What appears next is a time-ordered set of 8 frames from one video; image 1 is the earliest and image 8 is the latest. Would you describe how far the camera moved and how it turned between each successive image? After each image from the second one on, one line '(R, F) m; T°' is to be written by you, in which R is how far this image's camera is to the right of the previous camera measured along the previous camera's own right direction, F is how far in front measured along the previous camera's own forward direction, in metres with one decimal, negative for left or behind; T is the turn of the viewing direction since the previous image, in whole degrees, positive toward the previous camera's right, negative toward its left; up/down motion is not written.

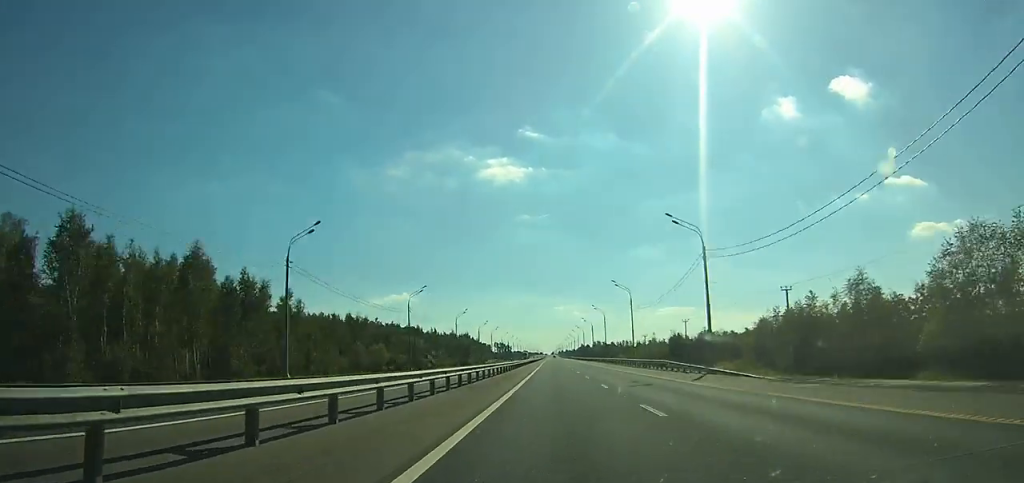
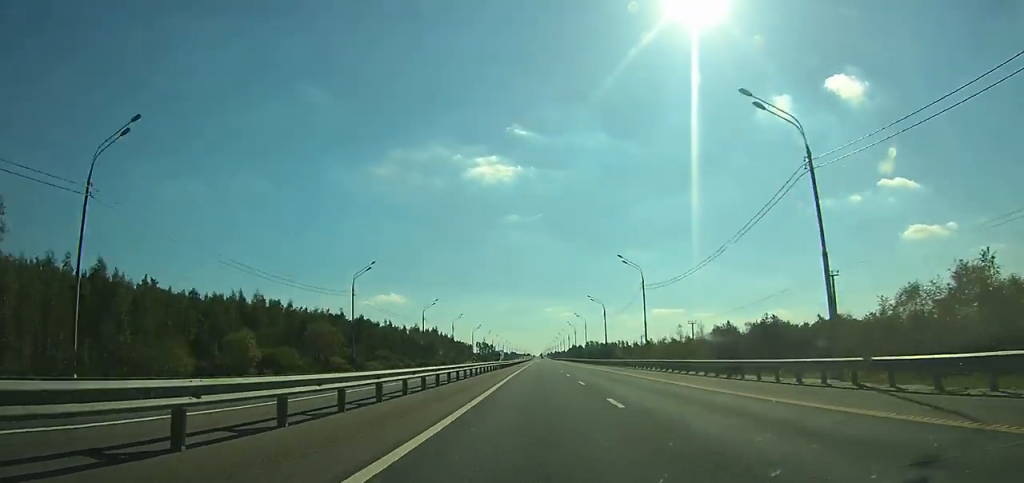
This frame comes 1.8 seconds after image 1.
(+0.1, +59.7) m; 0°
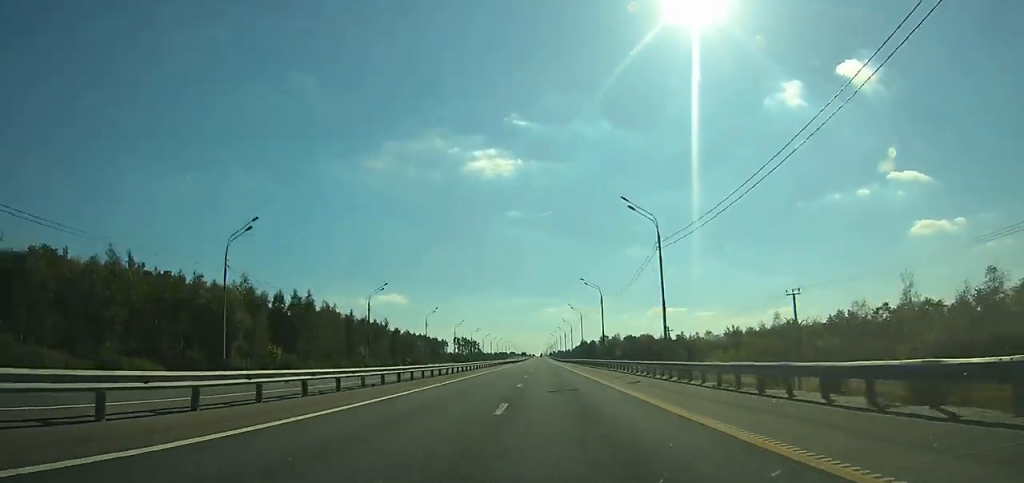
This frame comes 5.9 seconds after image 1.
(+0.4, +135.1) m; 0°
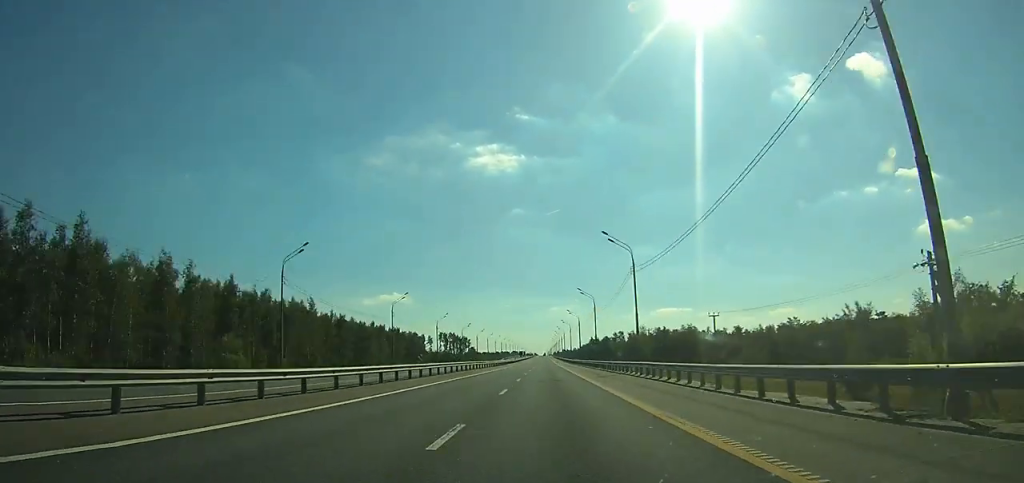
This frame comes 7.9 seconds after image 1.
(-0.1, +64.4) m; 0°
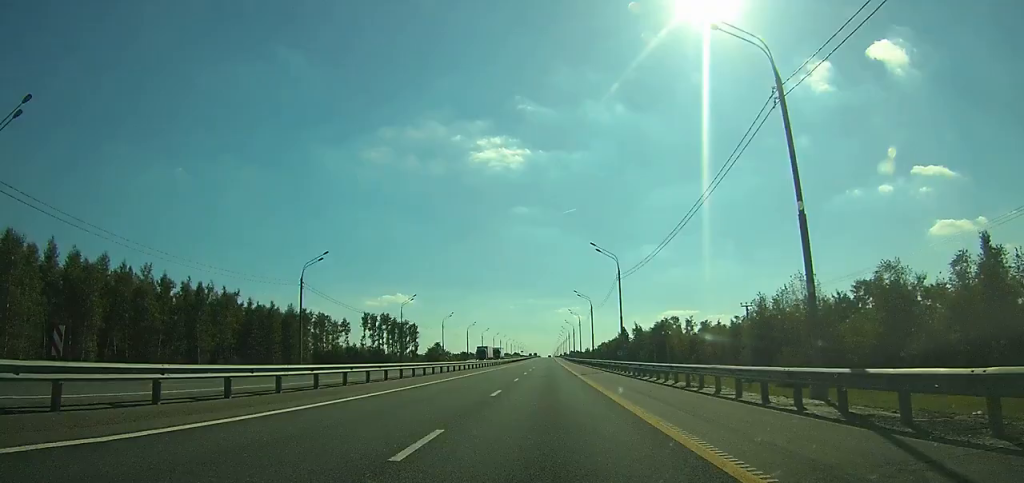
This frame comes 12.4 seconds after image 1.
(-0.6, +141.9) m; -1°
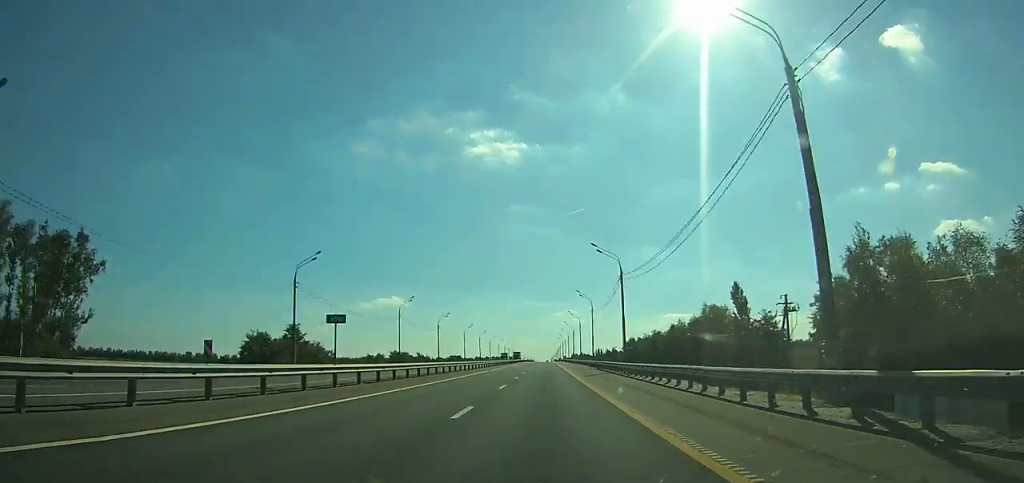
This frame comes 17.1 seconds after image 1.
(-0.2, +154.6) m; 0°
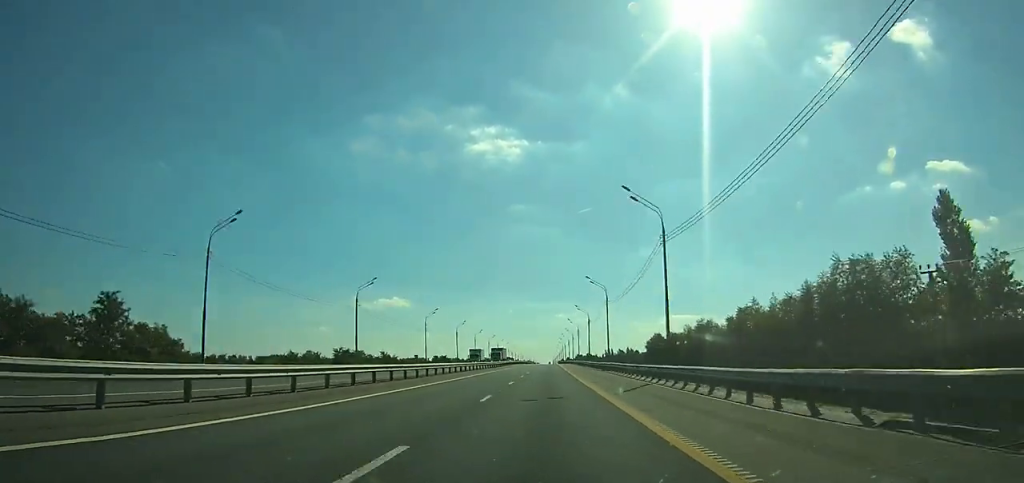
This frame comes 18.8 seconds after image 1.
(+0.1, +56.3) m; 0°
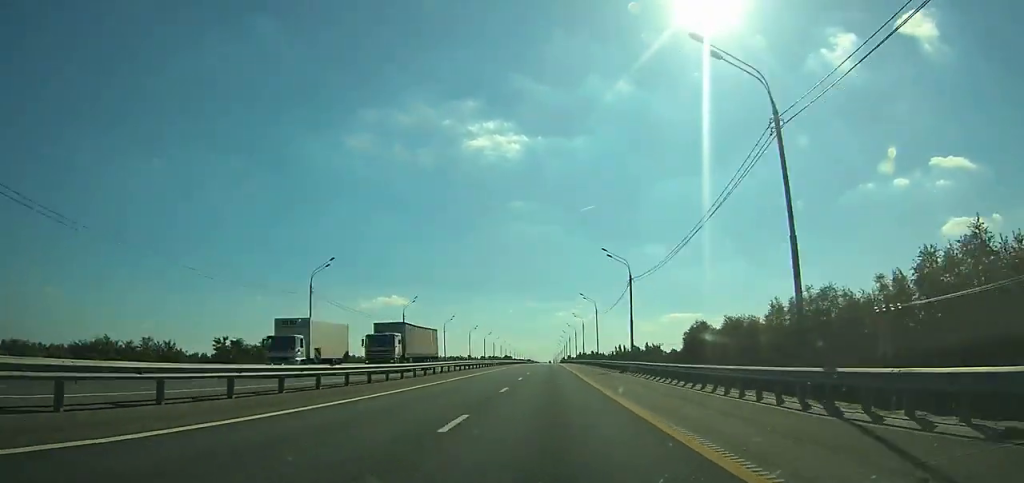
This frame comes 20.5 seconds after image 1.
(+0.1, +55.3) m; 0°
